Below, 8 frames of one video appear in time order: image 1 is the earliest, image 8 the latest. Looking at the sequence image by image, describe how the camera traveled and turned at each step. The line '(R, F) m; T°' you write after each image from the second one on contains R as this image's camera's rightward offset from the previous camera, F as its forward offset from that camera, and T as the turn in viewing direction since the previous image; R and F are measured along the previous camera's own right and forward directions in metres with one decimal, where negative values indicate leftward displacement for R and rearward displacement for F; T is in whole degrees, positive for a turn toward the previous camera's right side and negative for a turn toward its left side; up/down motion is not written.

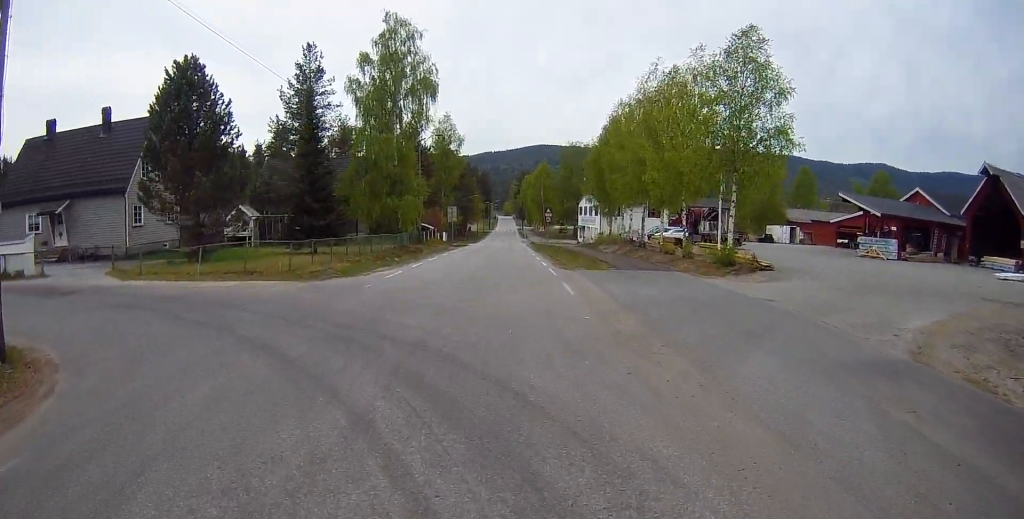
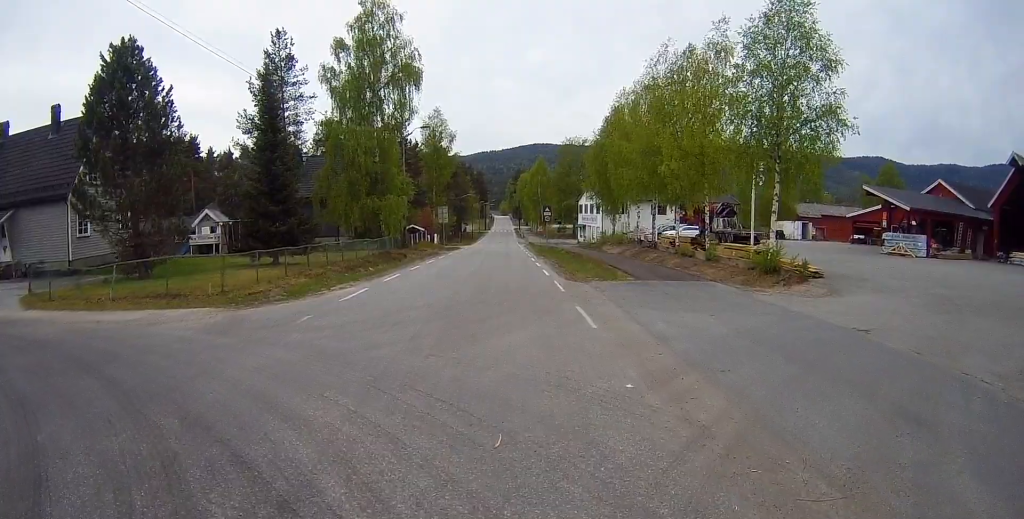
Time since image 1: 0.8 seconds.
(+0.2, +5.2) m; +1°
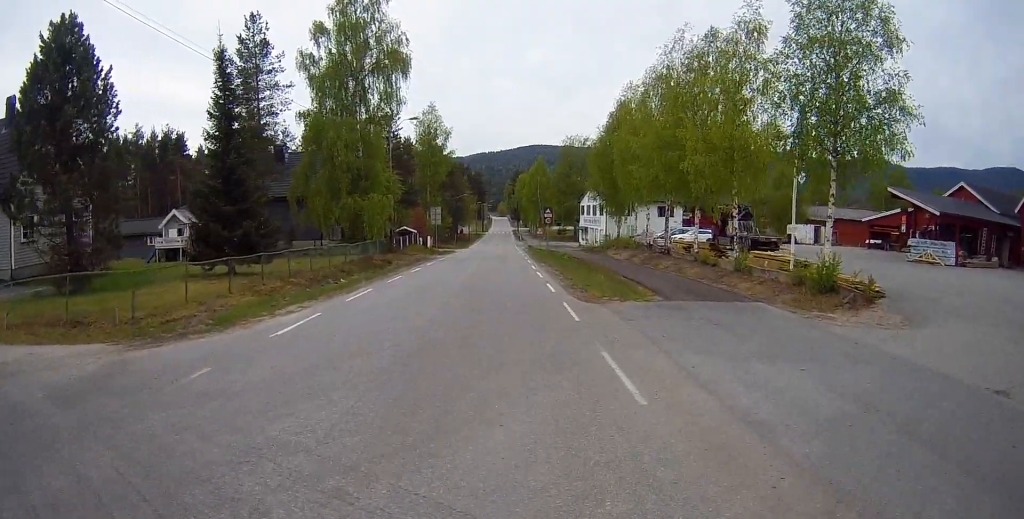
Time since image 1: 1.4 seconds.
(-0.1, +4.6) m; -1°
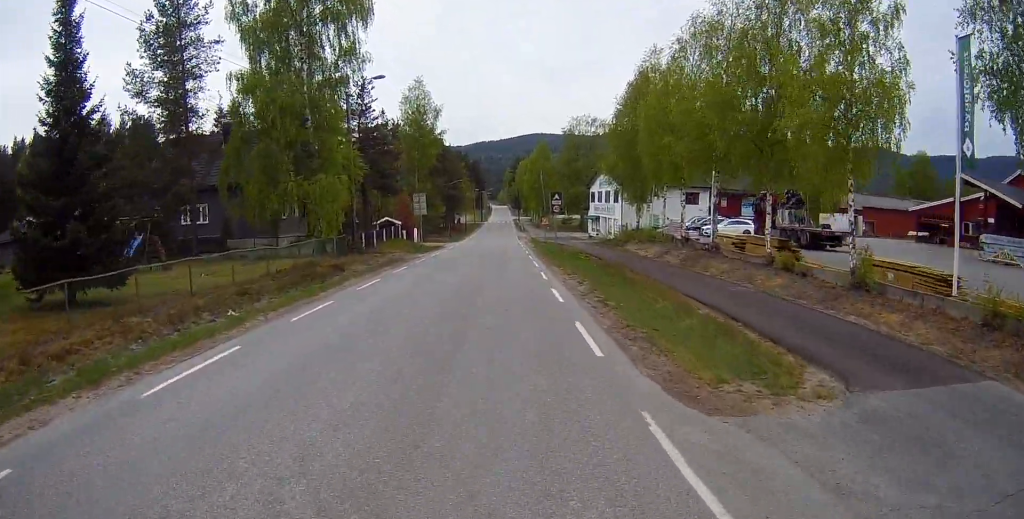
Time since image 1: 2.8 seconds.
(-0.1, +9.9) m; -1°
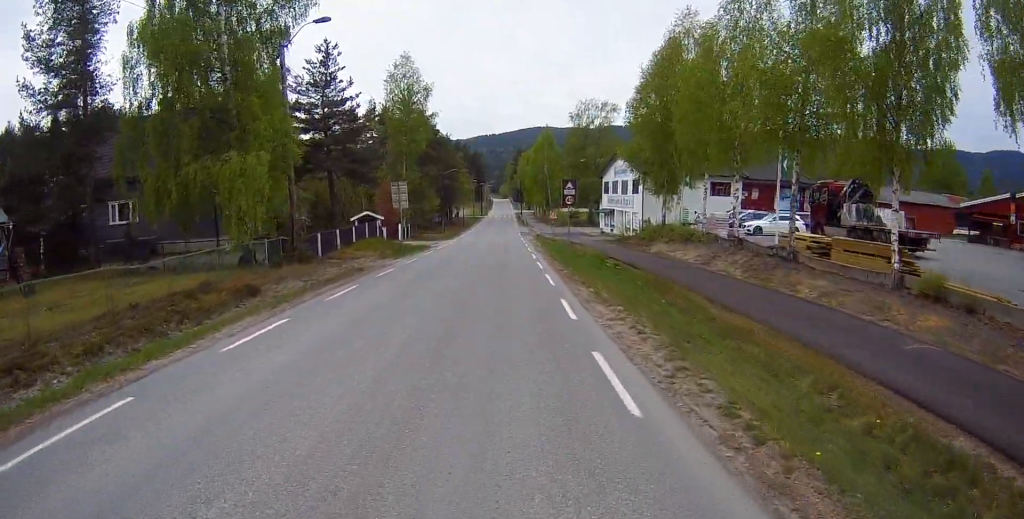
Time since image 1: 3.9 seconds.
(-0.1, +9.0) m; 0°
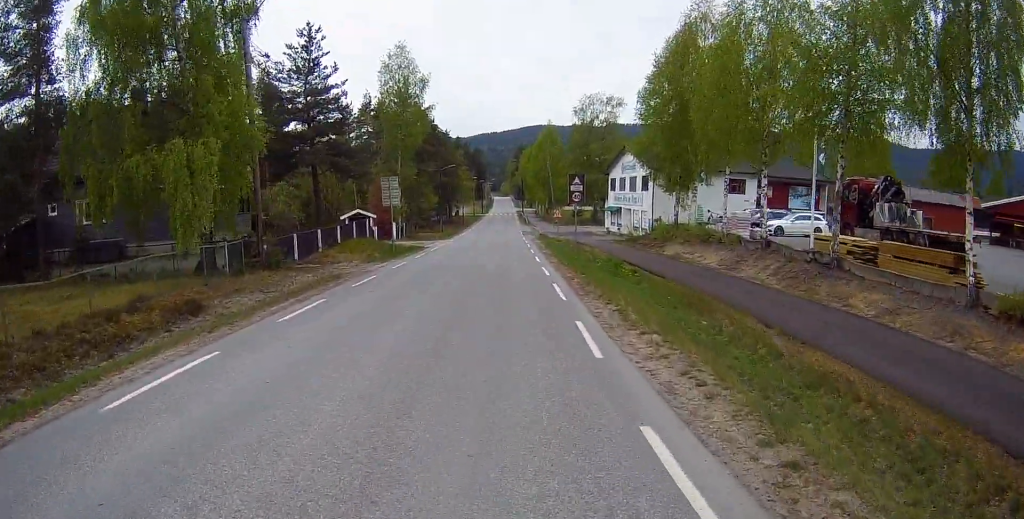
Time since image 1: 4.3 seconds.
(0.0, +3.4) m; +1°
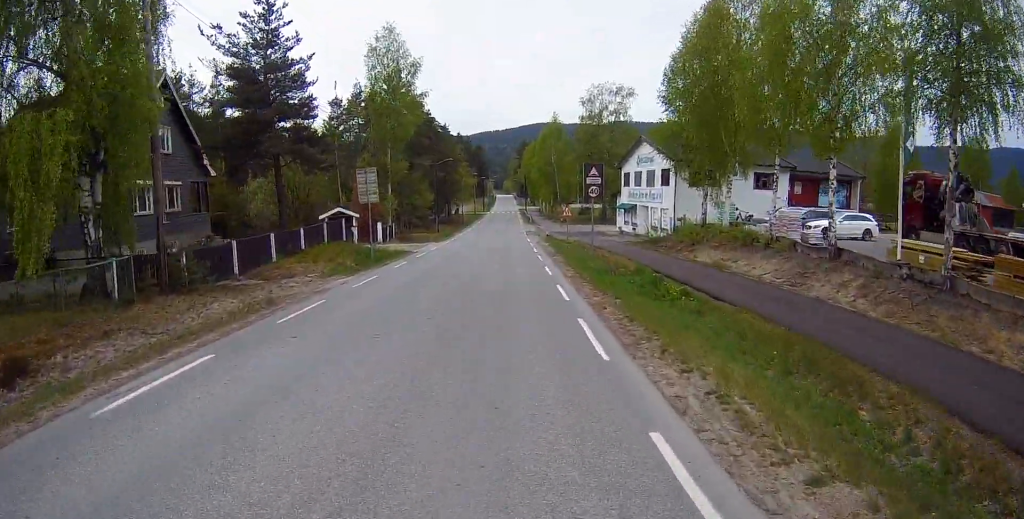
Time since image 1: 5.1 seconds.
(+0.1, +6.2) m; +1°
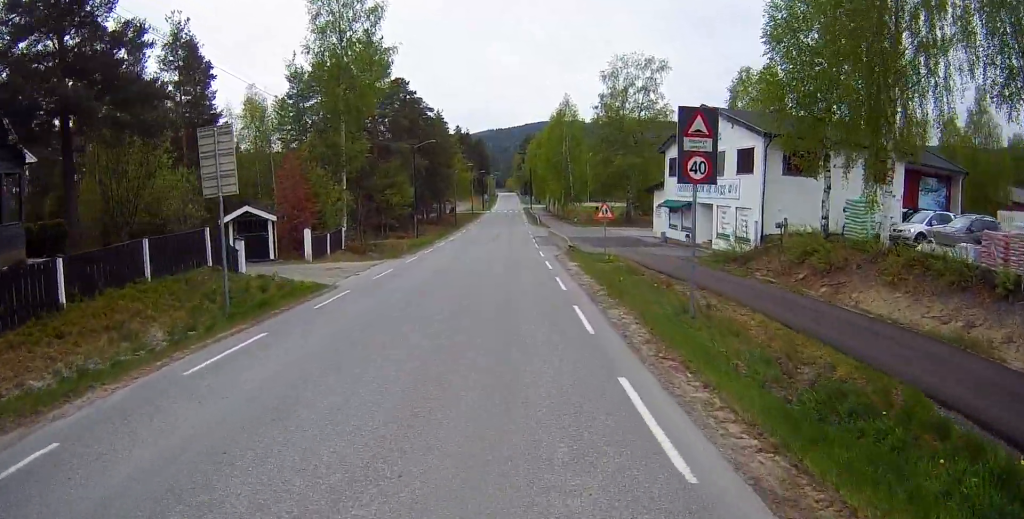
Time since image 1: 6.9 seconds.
(+0.1, +16.0) m; -2°
